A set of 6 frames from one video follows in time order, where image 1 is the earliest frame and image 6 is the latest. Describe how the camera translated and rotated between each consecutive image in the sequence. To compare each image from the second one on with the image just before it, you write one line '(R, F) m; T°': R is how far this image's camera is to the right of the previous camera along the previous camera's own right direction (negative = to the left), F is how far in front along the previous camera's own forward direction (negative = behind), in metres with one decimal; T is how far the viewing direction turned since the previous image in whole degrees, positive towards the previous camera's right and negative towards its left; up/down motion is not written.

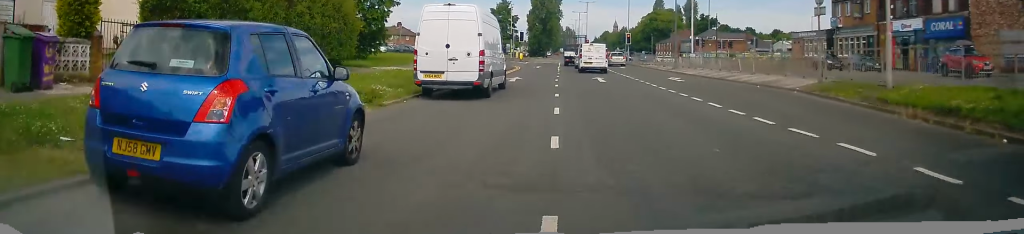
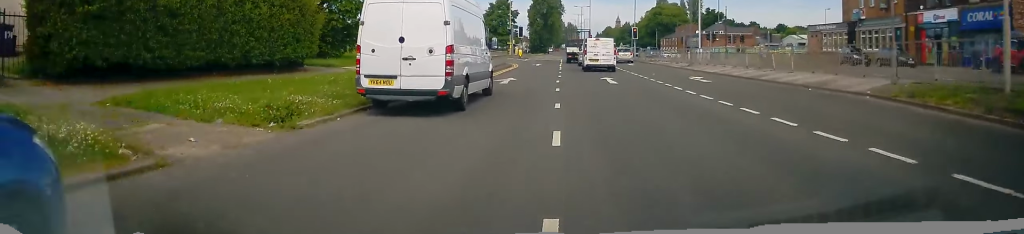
(-0.1, +5.0) m; 0°
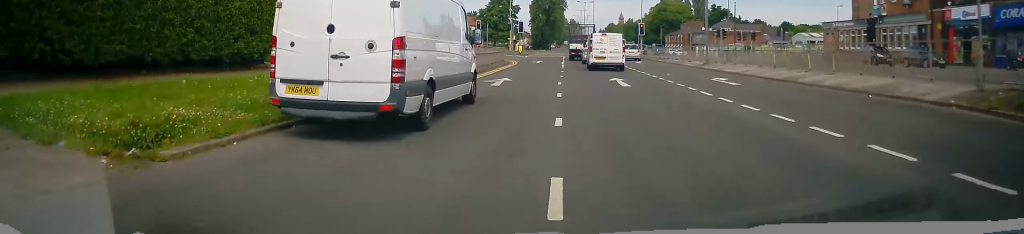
(0.0, +3.7) m; -1°
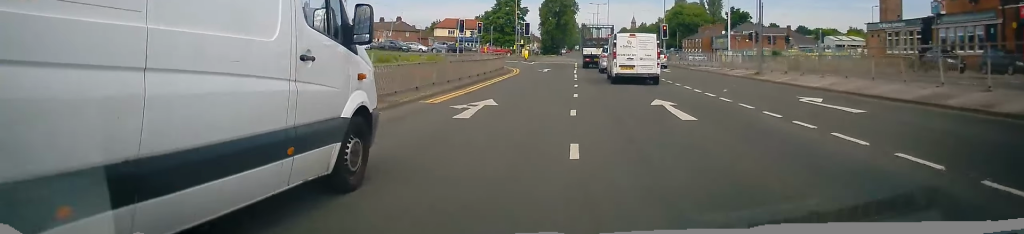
(-0.1, +8.3) m; -1°
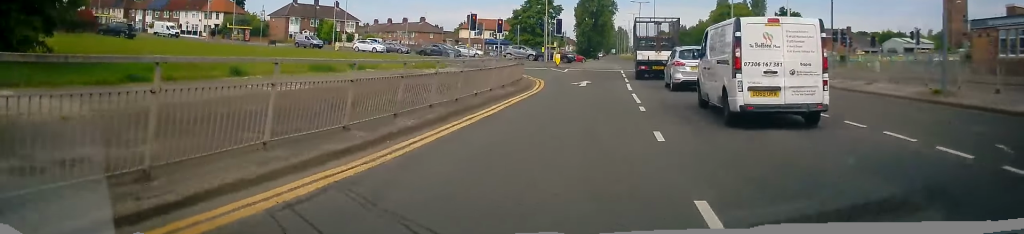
(-0.1, +12.9) m; -2°
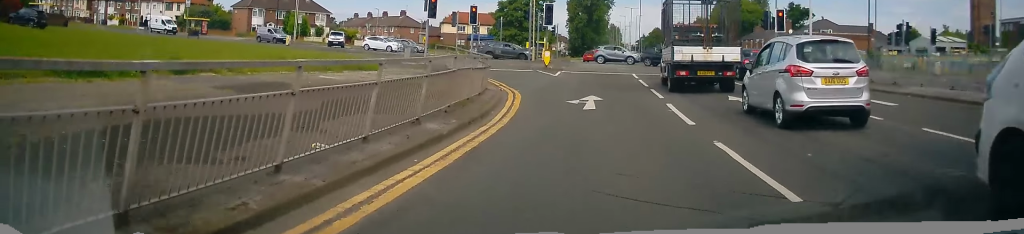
(-0.4, +11.2) m; +1°
